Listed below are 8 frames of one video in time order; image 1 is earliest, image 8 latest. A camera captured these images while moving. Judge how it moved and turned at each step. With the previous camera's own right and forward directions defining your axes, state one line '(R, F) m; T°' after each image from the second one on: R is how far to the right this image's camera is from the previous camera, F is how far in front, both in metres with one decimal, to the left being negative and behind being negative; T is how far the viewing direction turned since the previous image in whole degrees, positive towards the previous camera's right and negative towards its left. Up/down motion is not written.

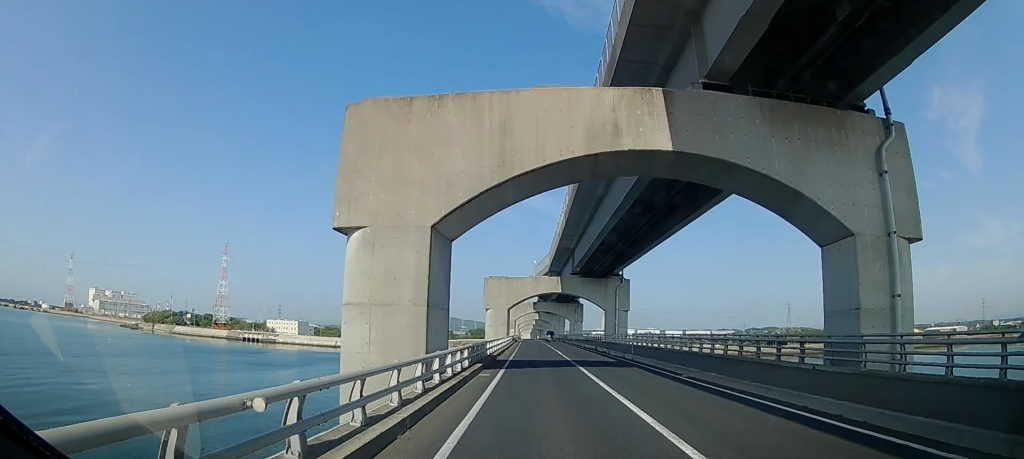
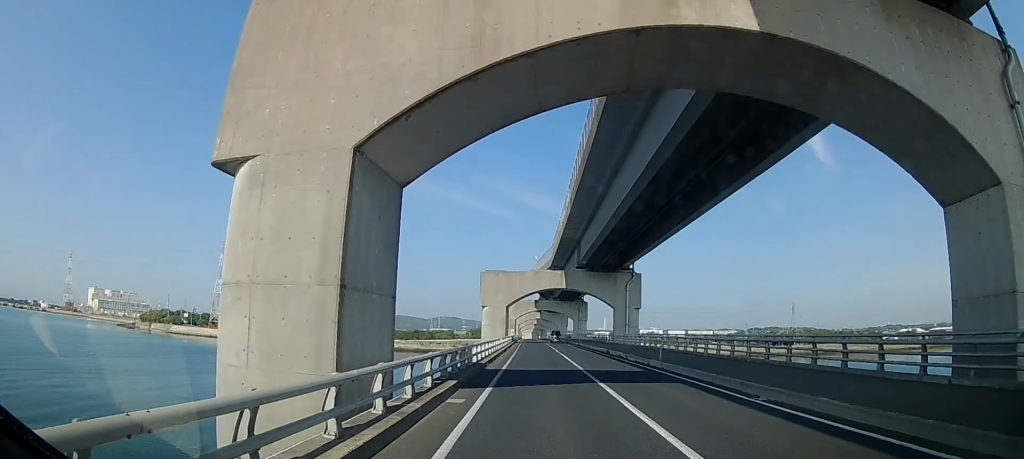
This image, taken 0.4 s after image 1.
(0.0, +7.0) m; 0°
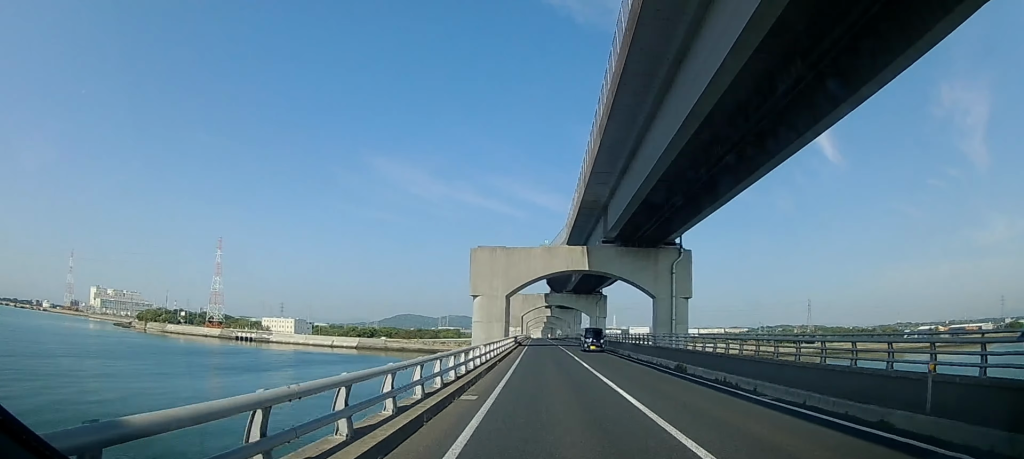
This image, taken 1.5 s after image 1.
(-0.2, +17.9) m; -2°
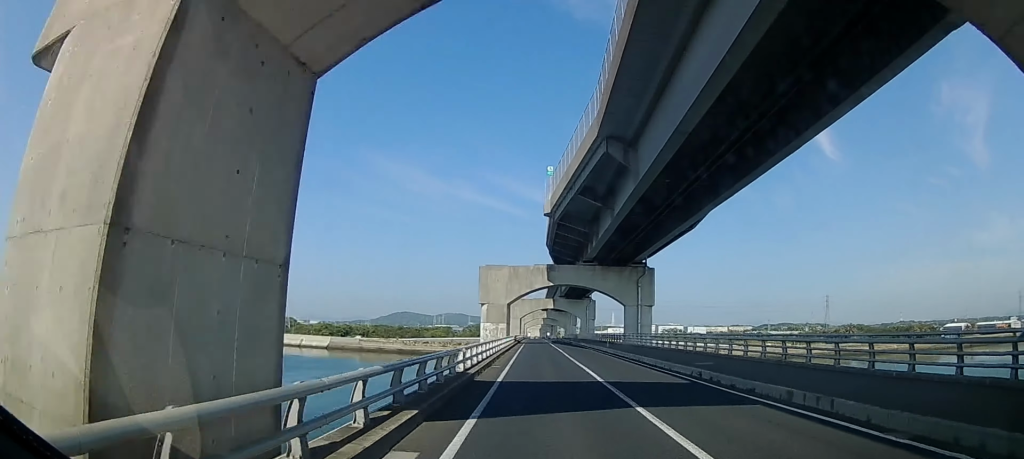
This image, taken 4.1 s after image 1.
(-0.4, +42.4) m; 0°
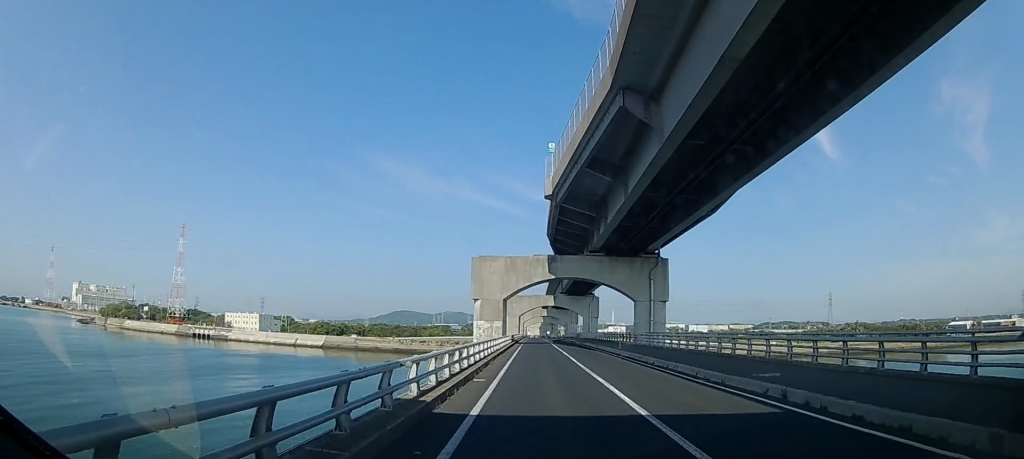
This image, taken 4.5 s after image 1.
(0.0, +6.8) m; 0°
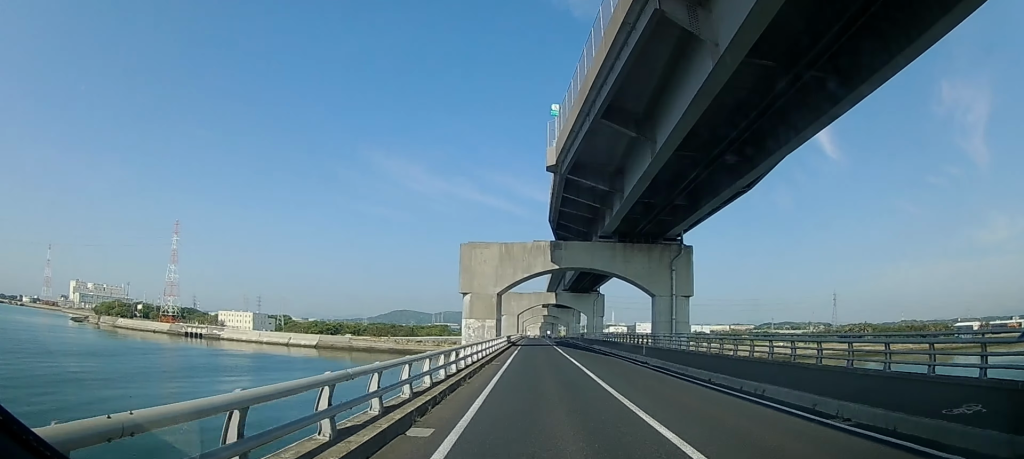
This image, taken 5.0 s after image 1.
(+0.3, +8.0) m; 0°
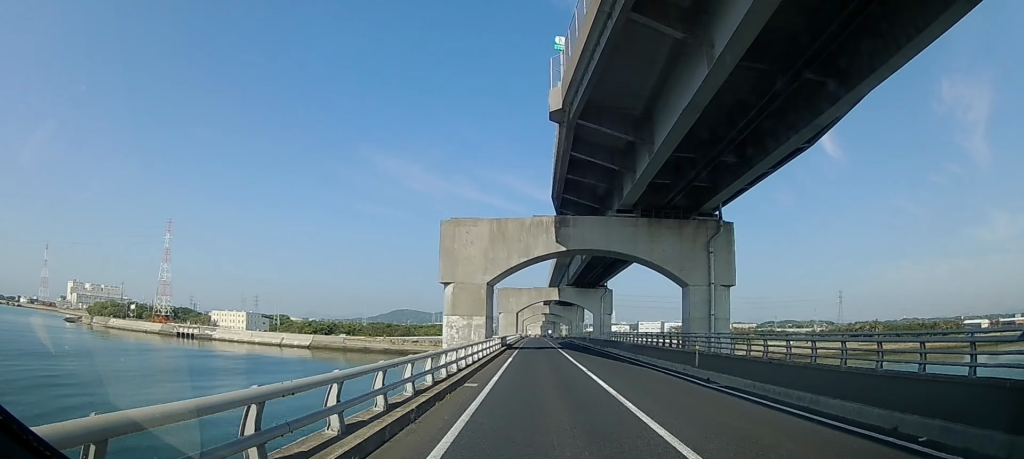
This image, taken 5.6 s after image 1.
(0.0, +10.3) m; 0°
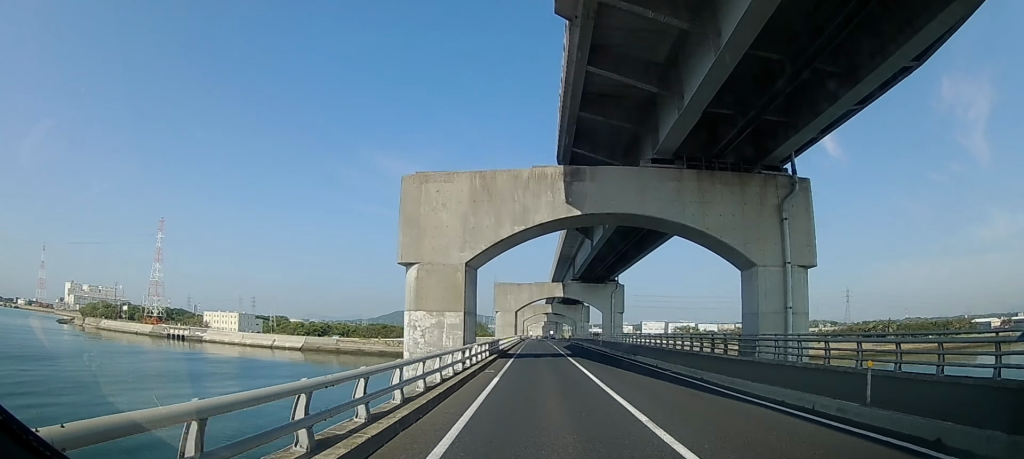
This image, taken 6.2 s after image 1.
(-0.3, +11.0) m; 0°
